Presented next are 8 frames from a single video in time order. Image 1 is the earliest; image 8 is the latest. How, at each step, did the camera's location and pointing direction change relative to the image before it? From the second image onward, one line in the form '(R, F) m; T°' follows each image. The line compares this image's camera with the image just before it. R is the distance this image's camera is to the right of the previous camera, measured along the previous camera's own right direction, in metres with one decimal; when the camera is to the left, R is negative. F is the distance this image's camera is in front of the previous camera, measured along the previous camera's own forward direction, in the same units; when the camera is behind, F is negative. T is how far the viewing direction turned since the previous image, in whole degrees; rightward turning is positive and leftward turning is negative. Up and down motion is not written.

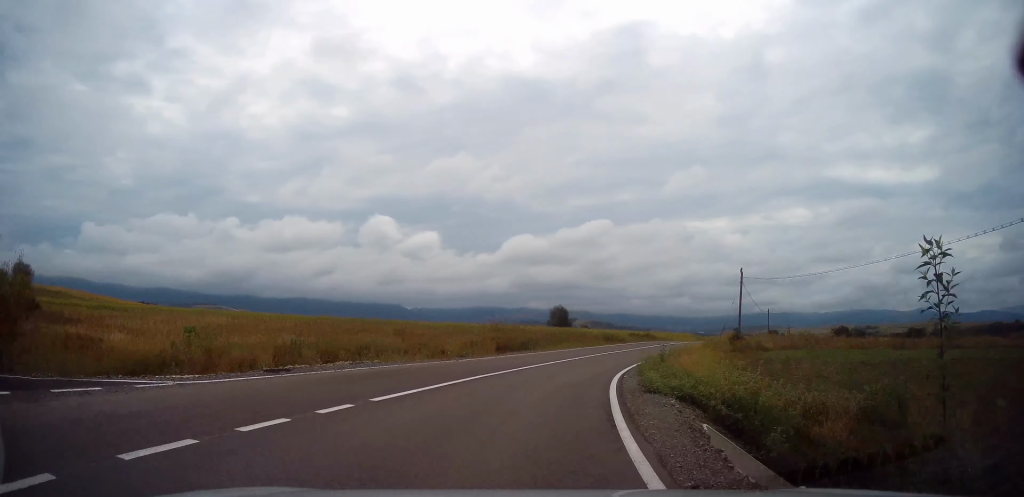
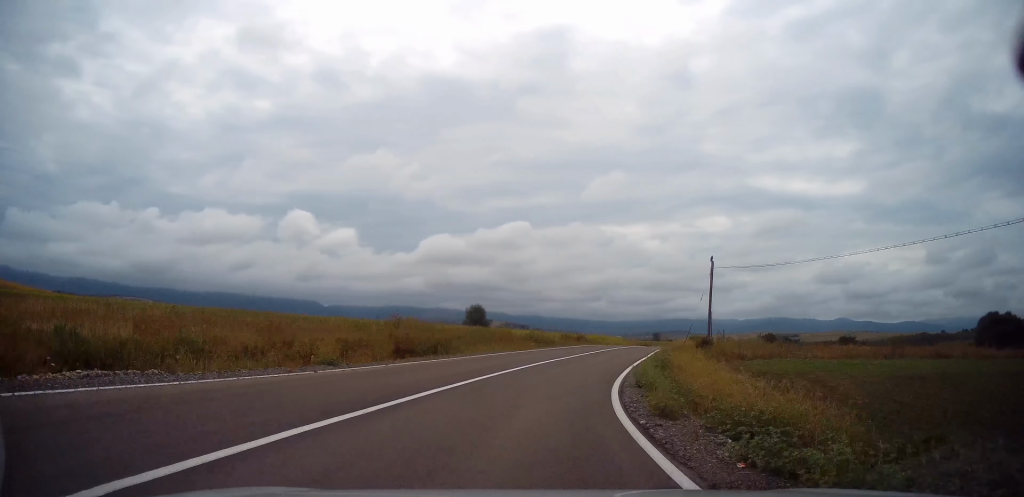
(+1.3, +10.3) m; +9°
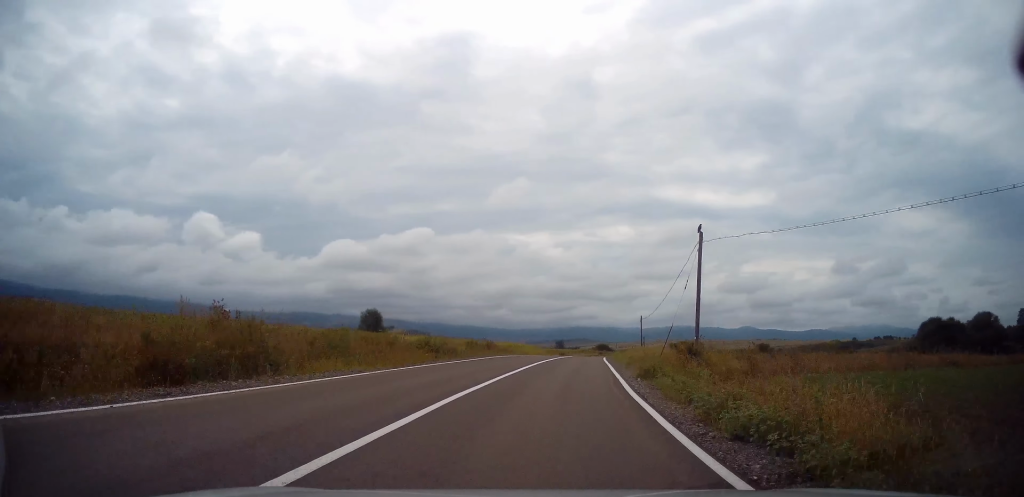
(+1.2, +13.2) m; +10°
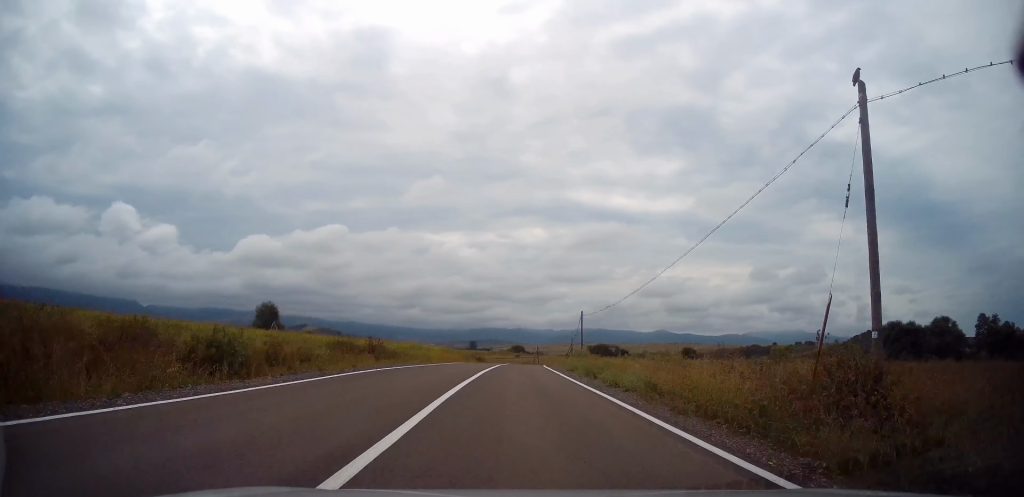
(+1.7, +16.4) m; +9°
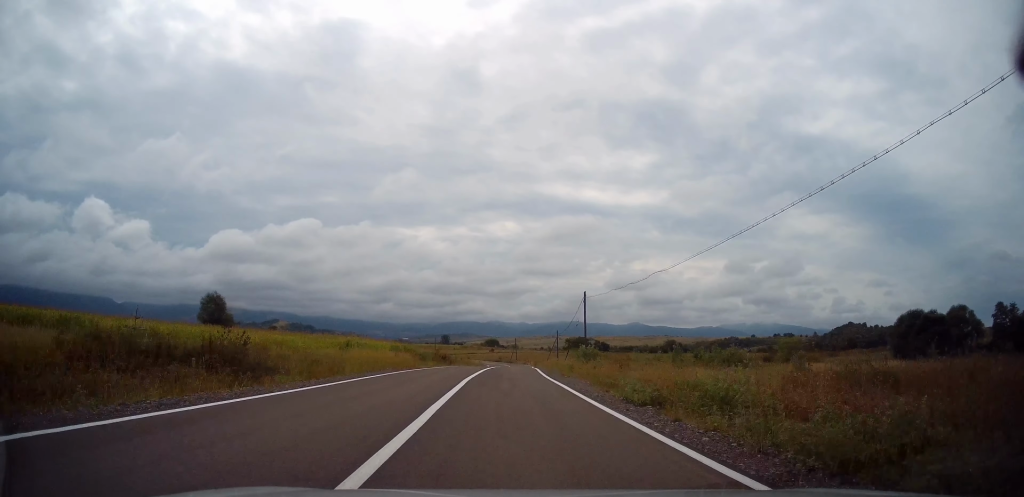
(+0.8, +17.0) m; +4°
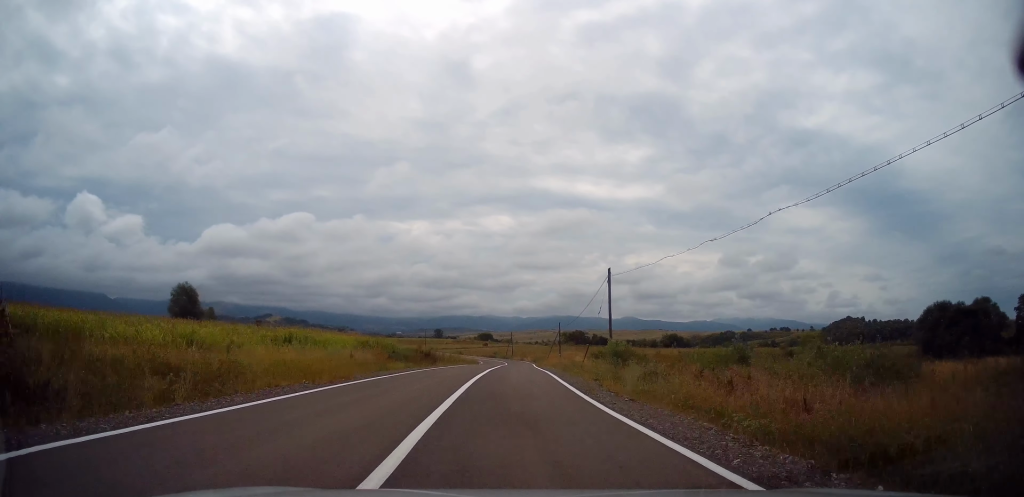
(+0.2, +11.0) m; +2°
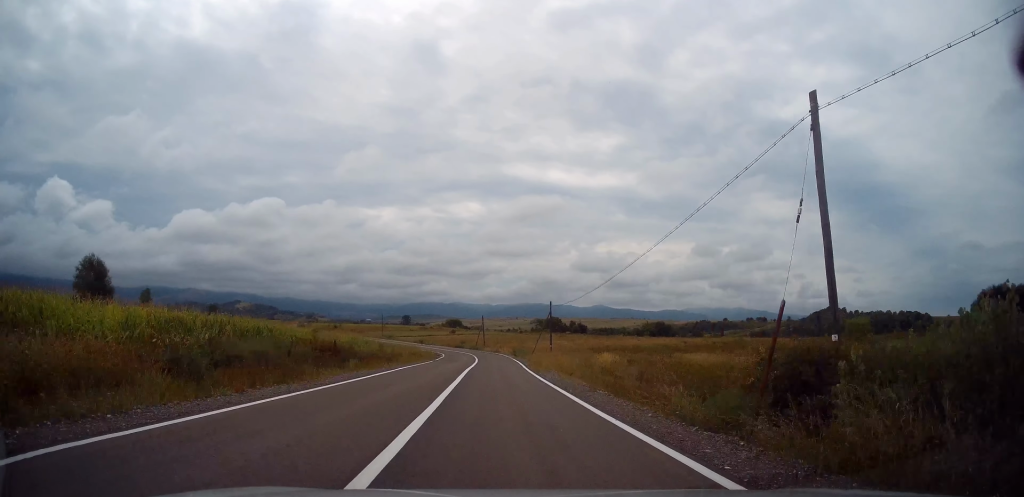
(+0.7, +23.8) m; +2°
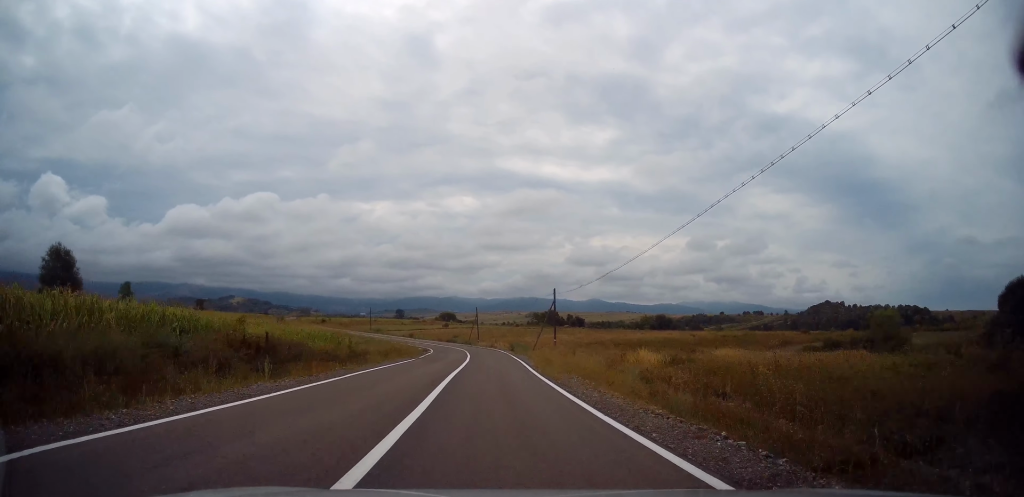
(0.0, +8.2) m; 0°
